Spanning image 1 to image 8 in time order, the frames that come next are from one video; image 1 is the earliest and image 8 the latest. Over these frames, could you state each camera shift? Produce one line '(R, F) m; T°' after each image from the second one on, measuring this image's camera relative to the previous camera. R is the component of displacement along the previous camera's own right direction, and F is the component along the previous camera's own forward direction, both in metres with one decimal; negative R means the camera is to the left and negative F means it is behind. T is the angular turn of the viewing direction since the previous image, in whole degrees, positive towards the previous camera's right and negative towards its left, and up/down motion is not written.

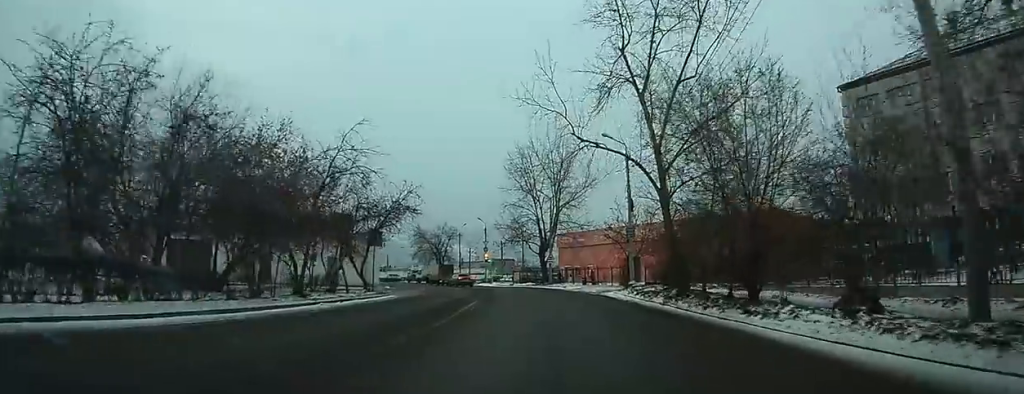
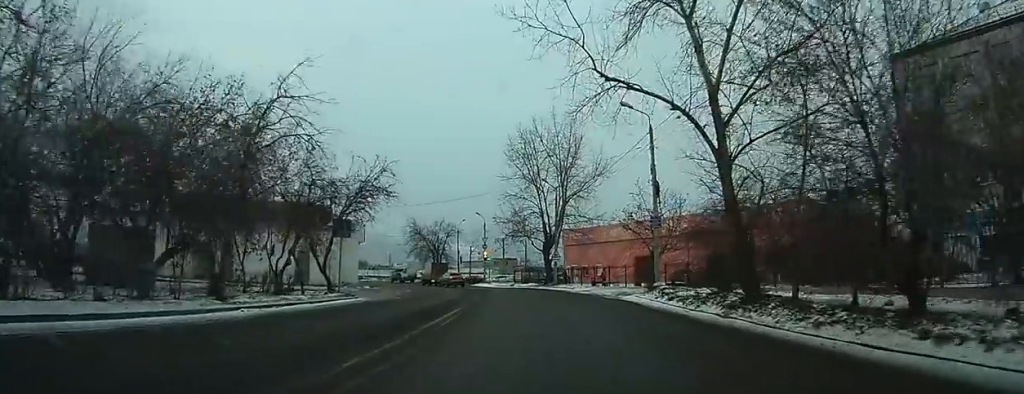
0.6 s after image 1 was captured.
(0.0, +6.5) m; -1°
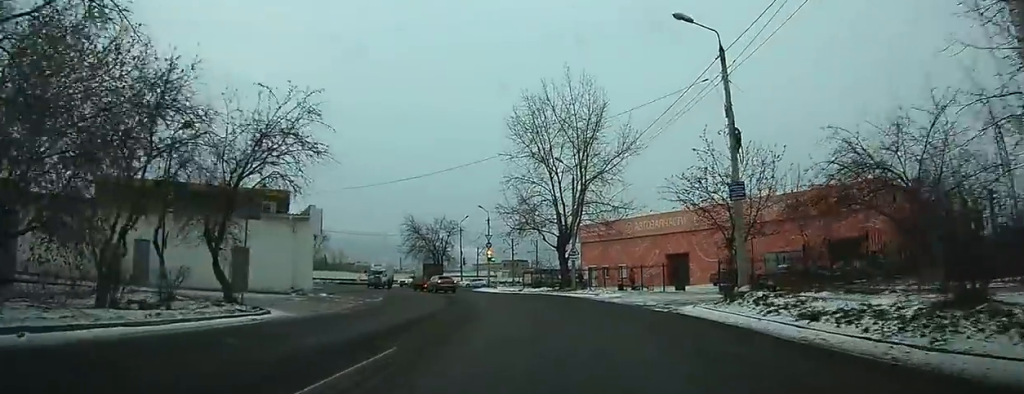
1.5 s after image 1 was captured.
(-0.1, +10.3) m; -1°
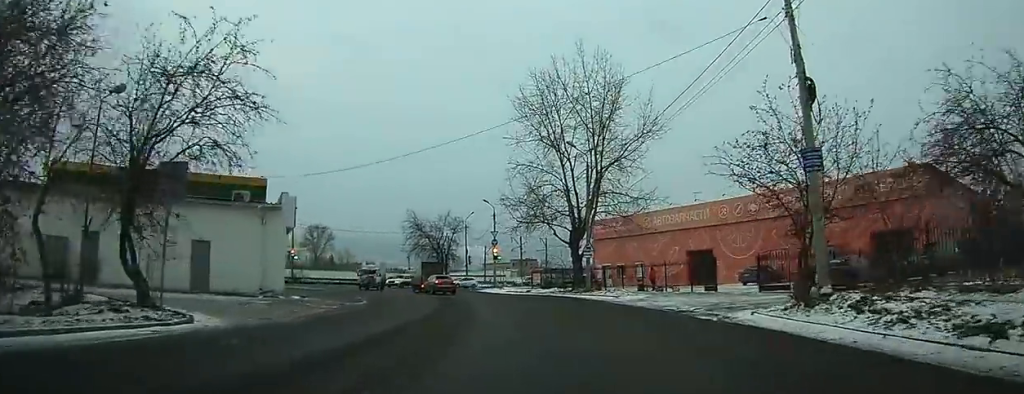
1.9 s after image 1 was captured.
(0.0, +4.6) m; -1°
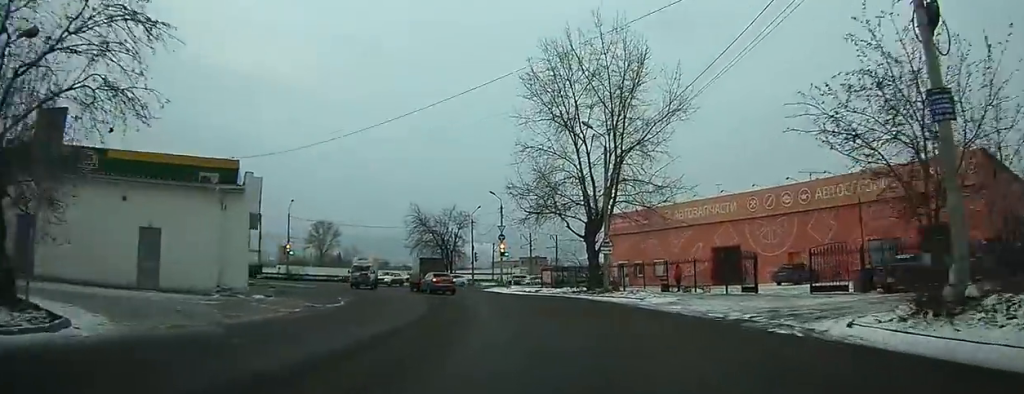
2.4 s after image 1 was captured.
(0.0, +4.4) m; -1°
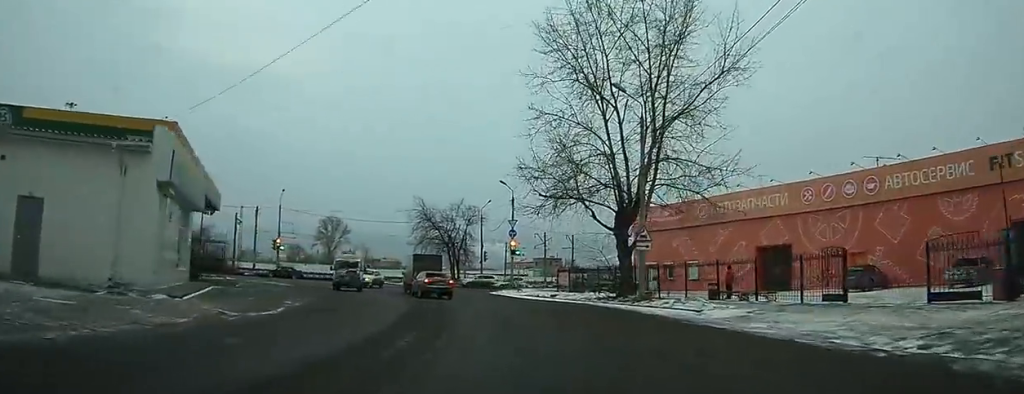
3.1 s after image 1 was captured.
(0.0, +6.8) m; -2°
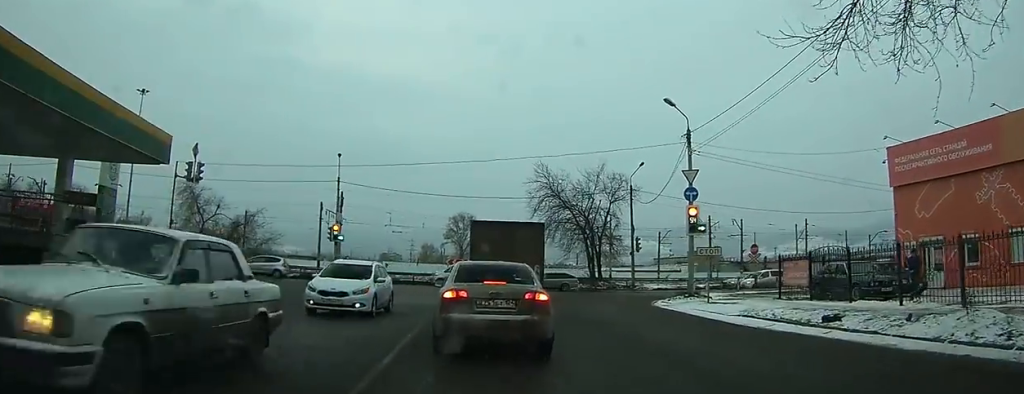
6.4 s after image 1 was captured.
(-1.0, +24.1) m; -2°
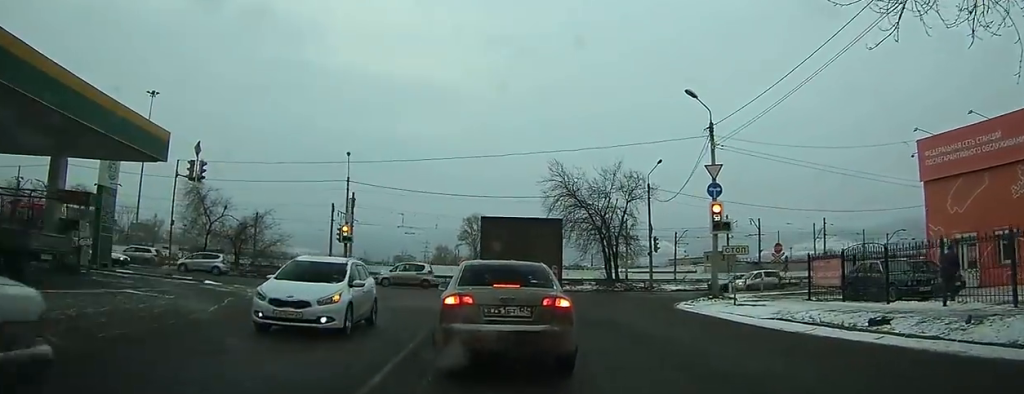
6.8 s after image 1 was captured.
(0.0, +2.0) m; 0°
